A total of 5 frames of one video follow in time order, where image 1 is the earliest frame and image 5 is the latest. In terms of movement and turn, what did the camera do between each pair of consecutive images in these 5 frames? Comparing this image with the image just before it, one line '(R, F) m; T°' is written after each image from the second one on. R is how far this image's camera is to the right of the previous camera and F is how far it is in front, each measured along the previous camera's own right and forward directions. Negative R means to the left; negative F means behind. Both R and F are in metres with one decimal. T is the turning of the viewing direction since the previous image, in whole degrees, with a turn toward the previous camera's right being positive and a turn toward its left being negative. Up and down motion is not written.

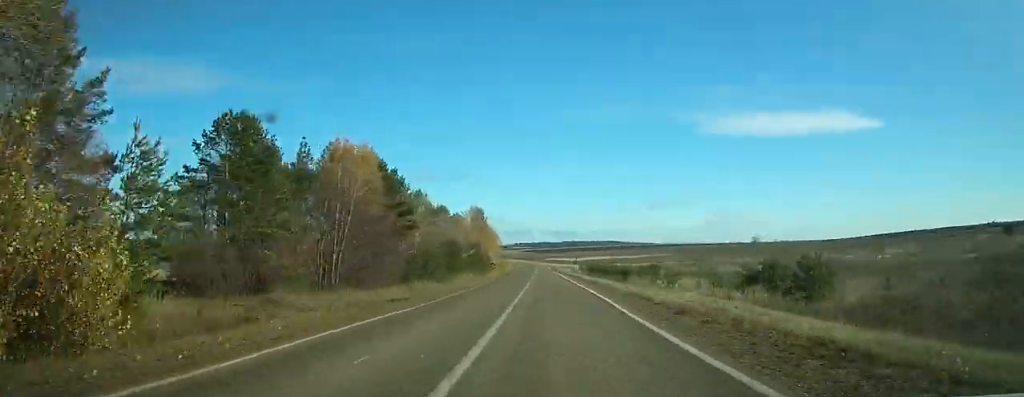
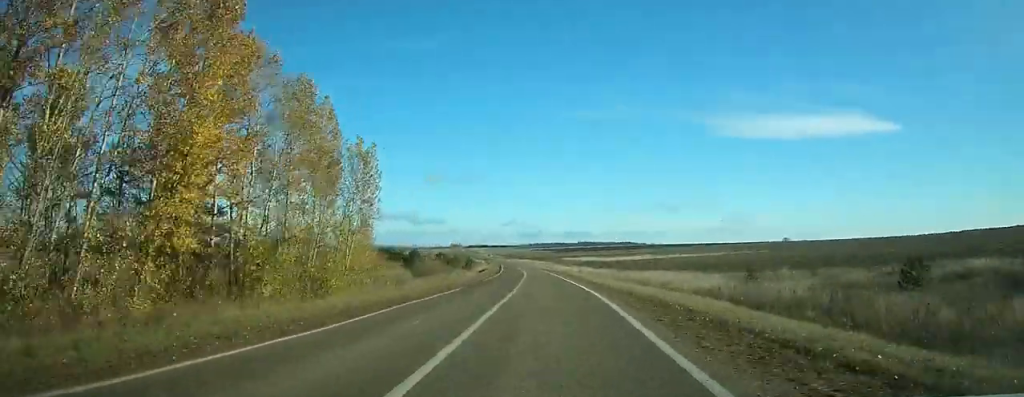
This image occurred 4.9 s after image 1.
(-1.1, +133.4) m; -2°
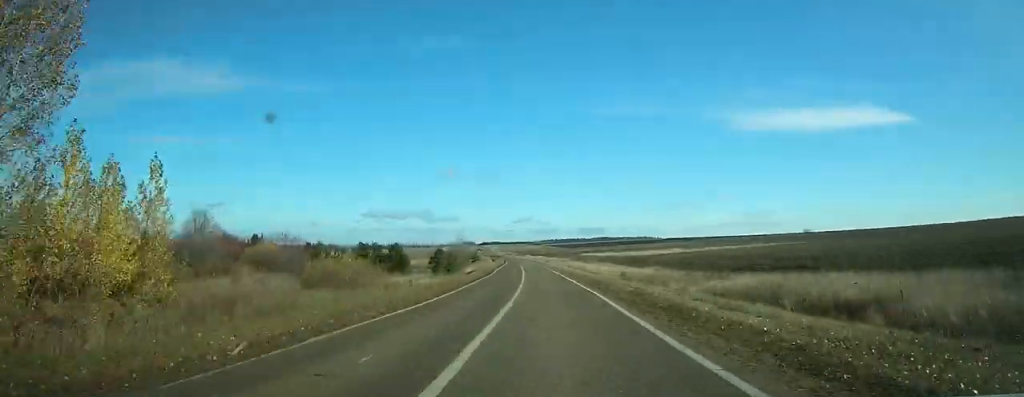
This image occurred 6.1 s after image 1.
(-0.3, +33.2) m; -1°
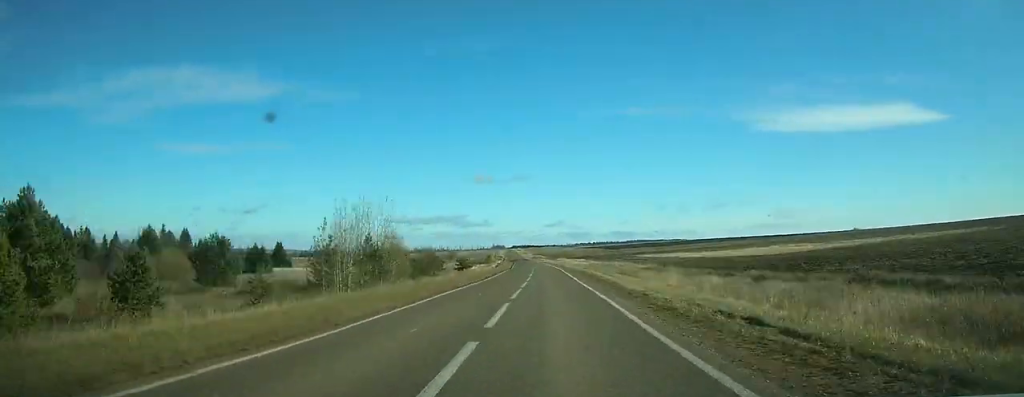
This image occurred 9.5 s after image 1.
(-3.0, +100.6) m; -3°
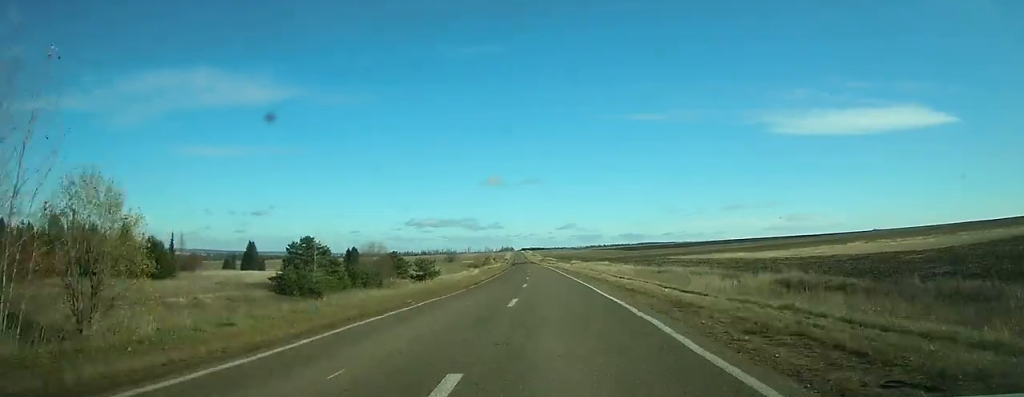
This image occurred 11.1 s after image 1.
(-0.5, +46.0) m; -1°
